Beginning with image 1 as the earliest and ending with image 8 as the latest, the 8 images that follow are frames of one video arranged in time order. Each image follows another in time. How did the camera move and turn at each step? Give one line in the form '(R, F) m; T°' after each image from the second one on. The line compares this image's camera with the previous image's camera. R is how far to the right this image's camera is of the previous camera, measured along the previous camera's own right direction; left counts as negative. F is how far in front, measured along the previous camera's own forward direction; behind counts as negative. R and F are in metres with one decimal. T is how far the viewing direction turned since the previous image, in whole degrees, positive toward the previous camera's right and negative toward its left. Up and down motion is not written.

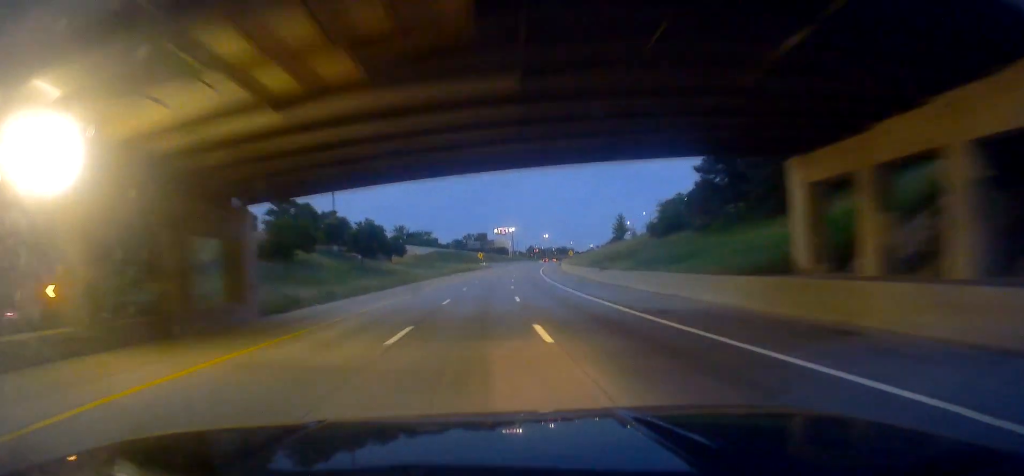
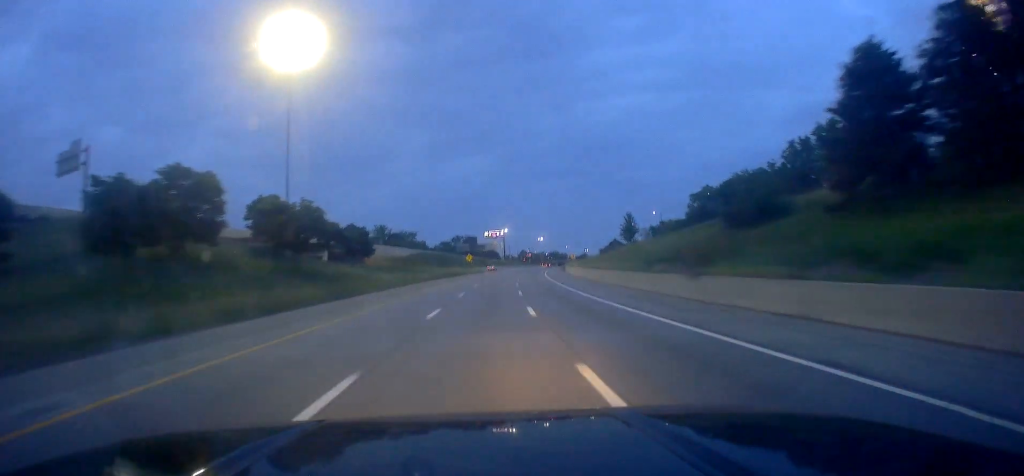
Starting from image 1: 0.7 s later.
(0.0, +23.6) m; 0°
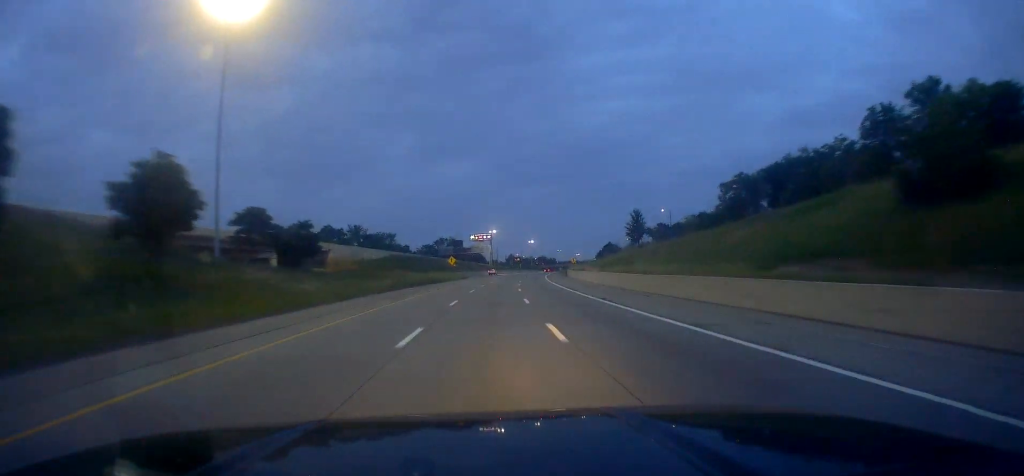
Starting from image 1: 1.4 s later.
(0.0, +22.6) m; +2°
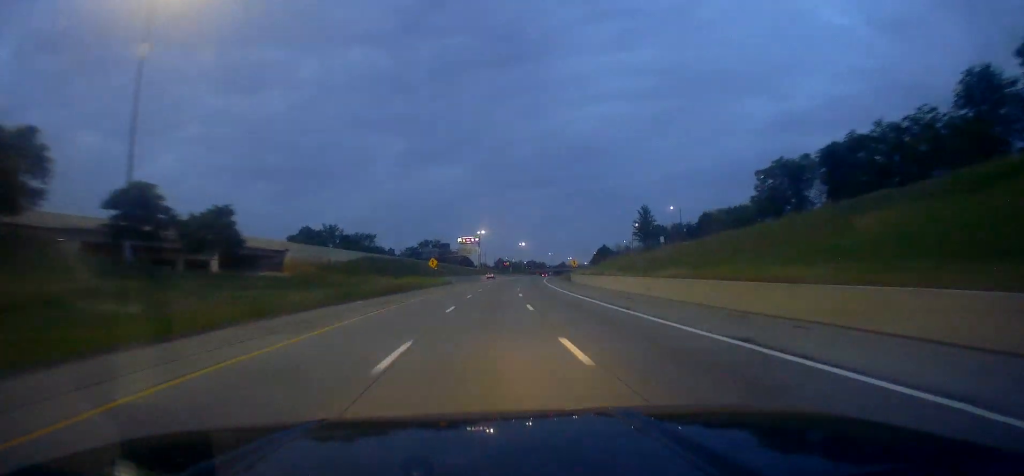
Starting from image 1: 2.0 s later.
(+0.4, +18.2) m; +1°
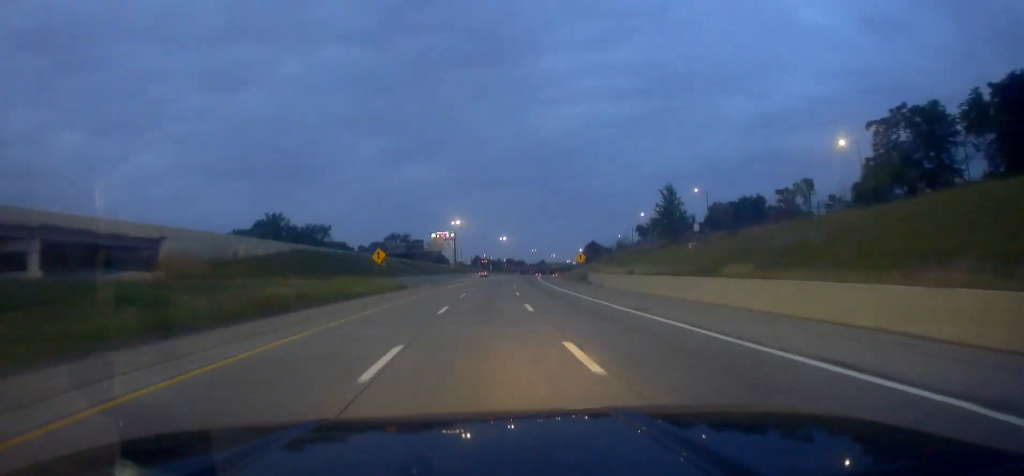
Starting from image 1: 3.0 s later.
(+0.5, +32.0) m; +2°
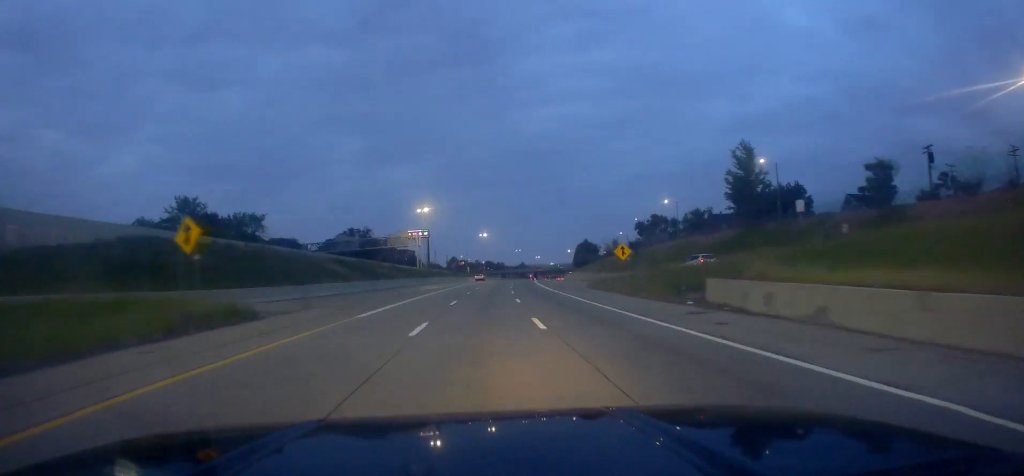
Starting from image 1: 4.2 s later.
(+1.0, +38.0) m; +3°
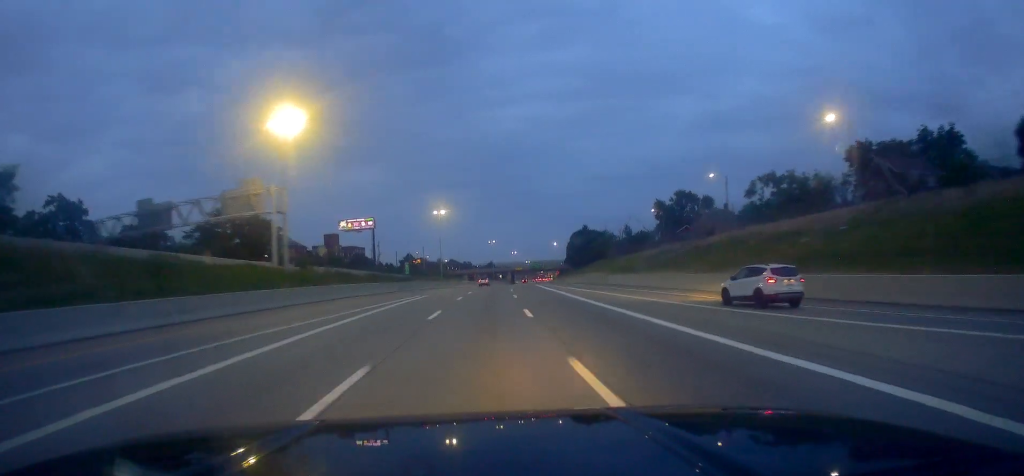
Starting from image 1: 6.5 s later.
(+2.6, +72.2) m; +5°
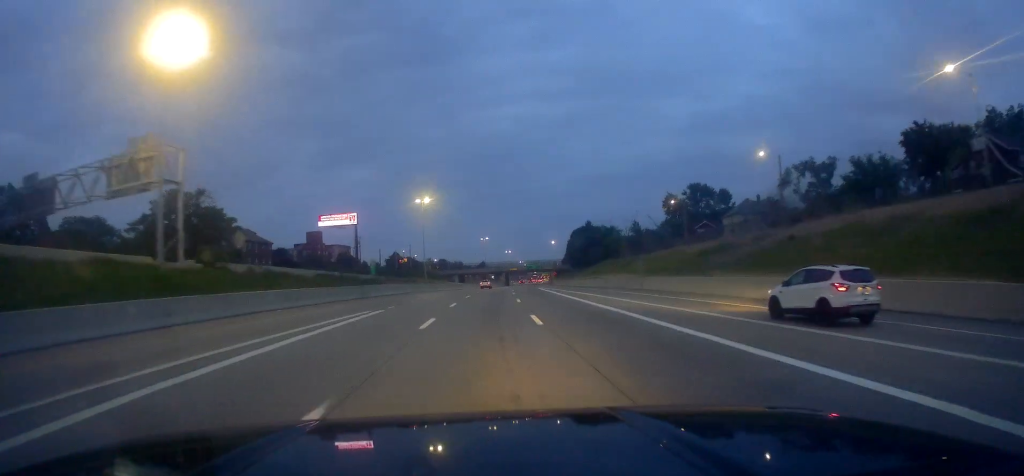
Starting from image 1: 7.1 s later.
(+0.2, +18.8) m; +1°
